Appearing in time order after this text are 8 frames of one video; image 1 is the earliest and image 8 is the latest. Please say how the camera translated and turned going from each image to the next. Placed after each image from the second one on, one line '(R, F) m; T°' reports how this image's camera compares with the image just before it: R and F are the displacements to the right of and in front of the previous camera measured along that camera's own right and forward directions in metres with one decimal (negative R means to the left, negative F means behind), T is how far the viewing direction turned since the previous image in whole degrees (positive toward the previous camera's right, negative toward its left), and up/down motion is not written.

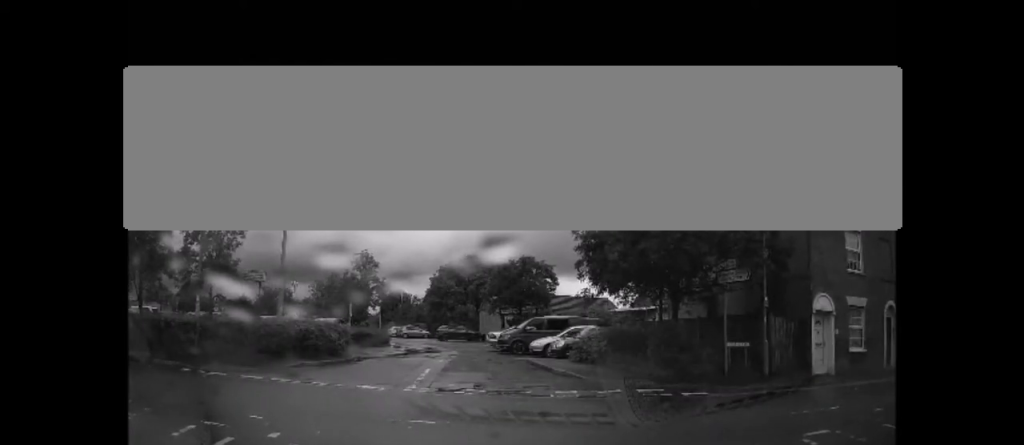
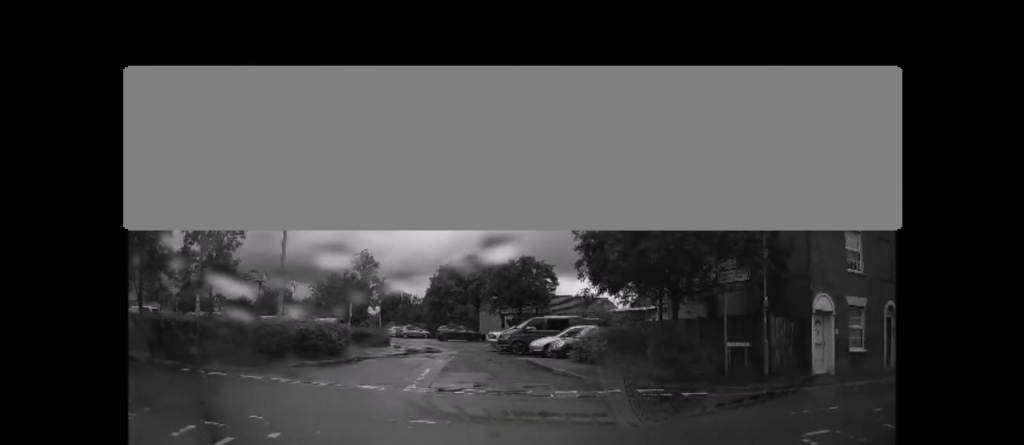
(0.0, +0.1) m; 0°
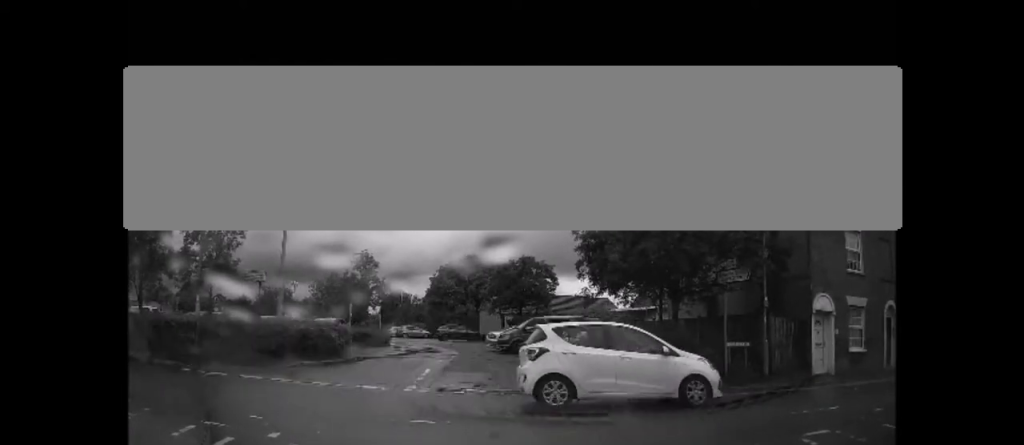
(0.0, +0.3) m; 0°
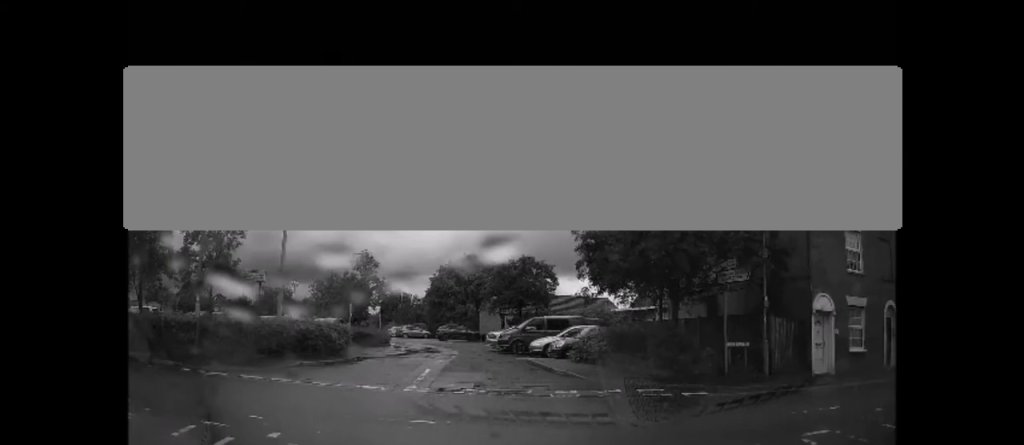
(0.0, +0.5) m; 0°
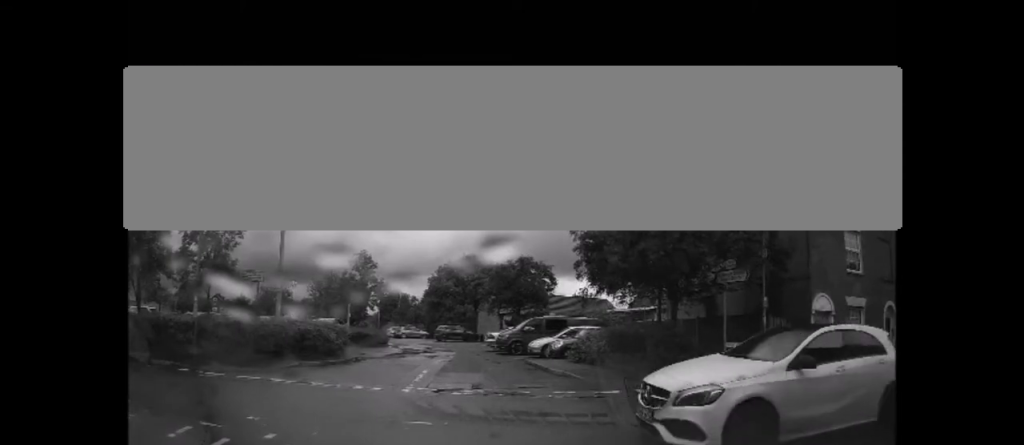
(0.0, +1.0) m; 0°
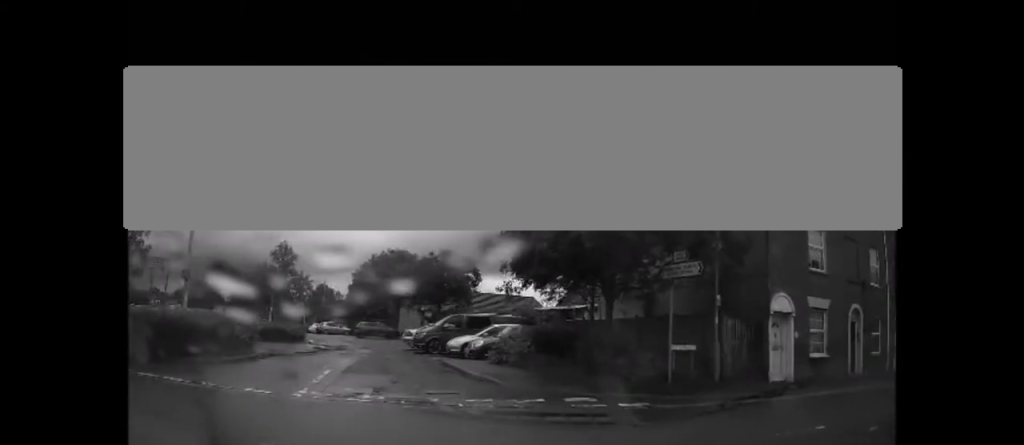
(0.0, +3.2) m; 0°
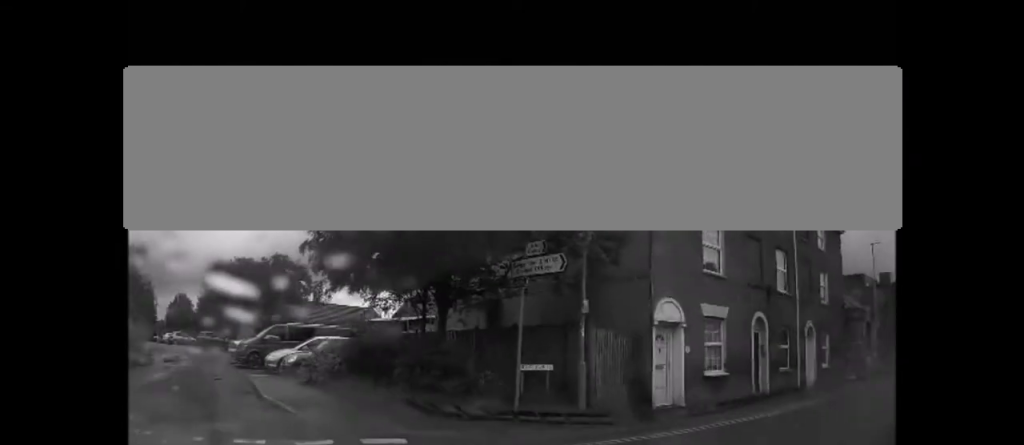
(0.0, +3.0) m; +3°
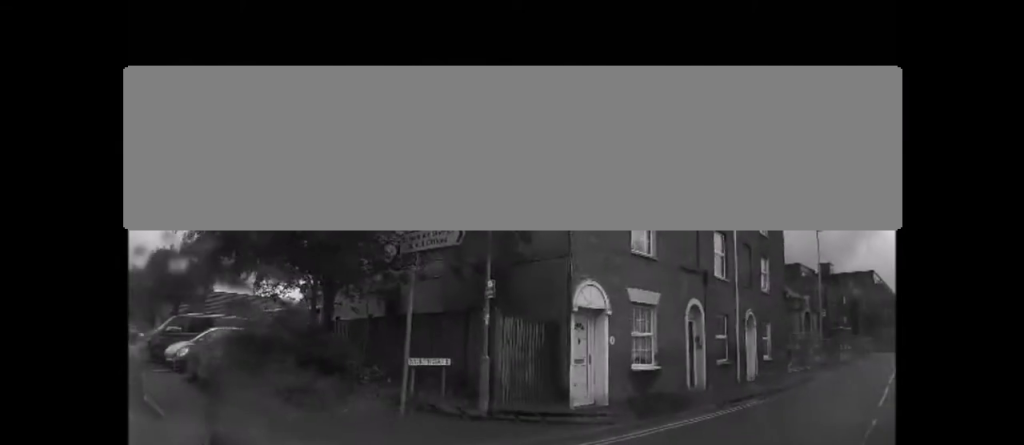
(0.0, +1.6) m; +5°
